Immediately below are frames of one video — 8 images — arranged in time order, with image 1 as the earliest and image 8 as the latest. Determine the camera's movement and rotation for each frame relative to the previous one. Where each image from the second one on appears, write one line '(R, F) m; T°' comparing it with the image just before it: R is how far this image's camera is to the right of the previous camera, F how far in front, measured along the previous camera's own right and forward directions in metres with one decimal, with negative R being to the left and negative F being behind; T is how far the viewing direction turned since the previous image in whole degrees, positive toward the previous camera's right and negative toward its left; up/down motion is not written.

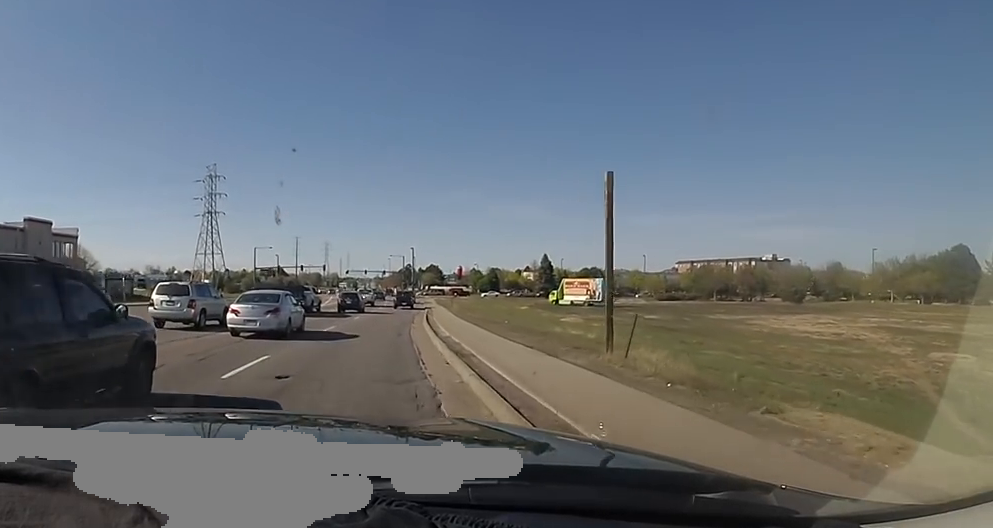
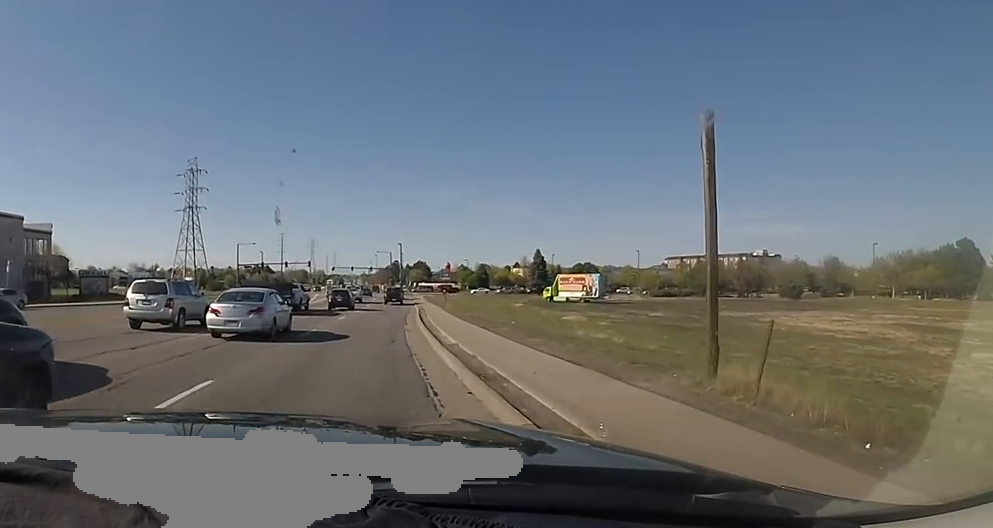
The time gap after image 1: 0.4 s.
(+0.2, +3.9) m; +6°
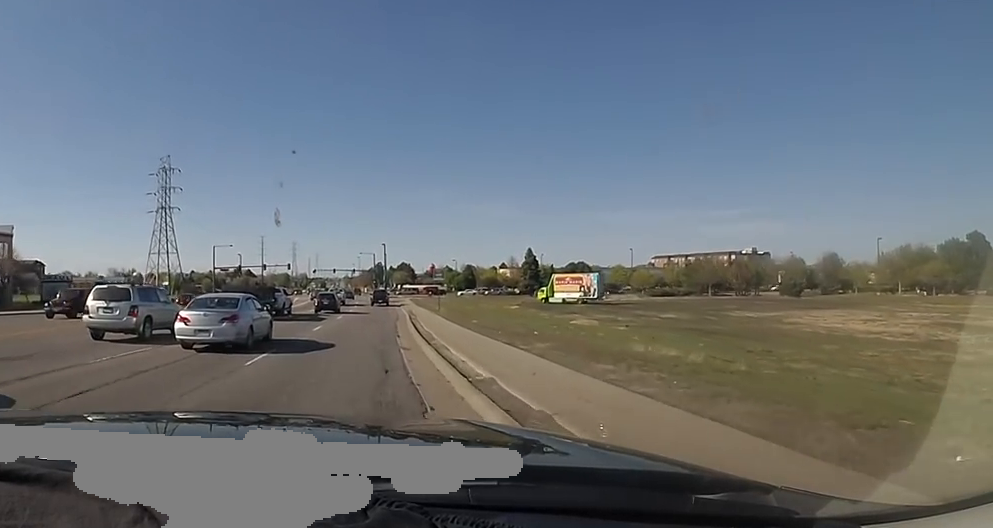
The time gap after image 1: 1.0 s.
(+0.5, +6.1) m; +2°
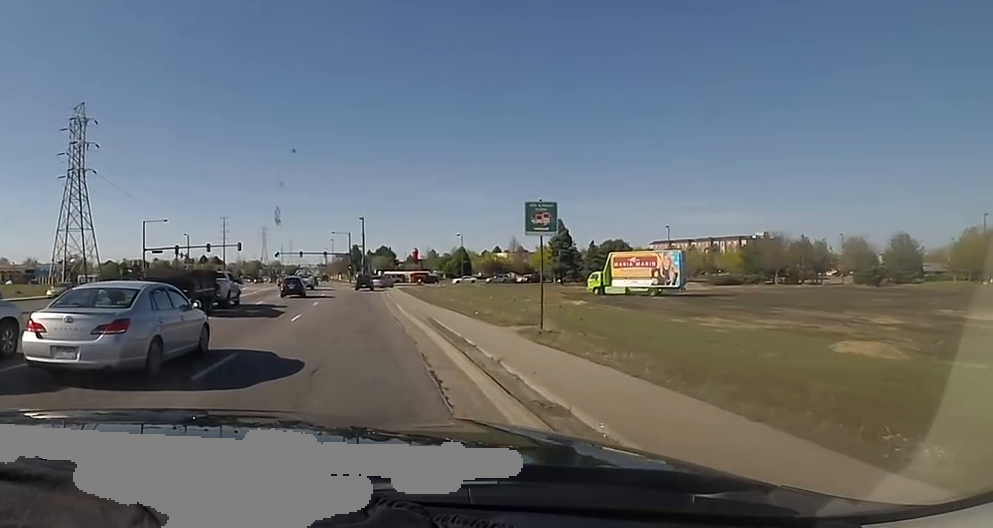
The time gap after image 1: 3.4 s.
(-1.5, +27.4) m; -1°
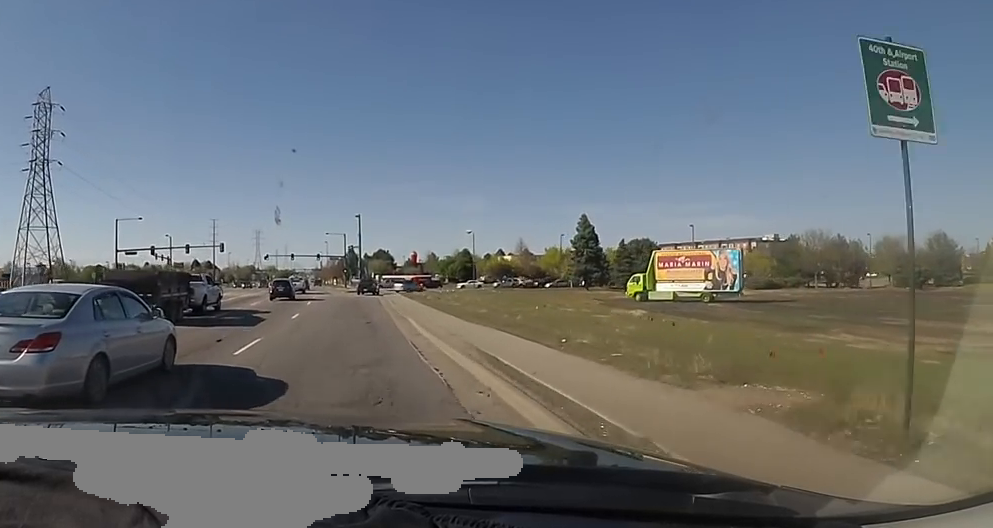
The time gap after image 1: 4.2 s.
(+0.7, +10.3) m; 0°
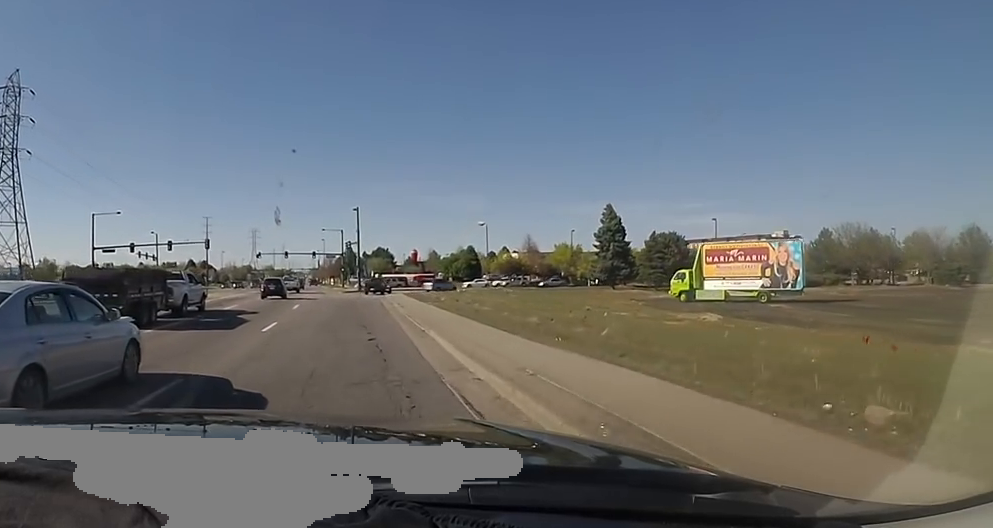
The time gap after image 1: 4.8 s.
(+0.1, +7.5) m; 0°
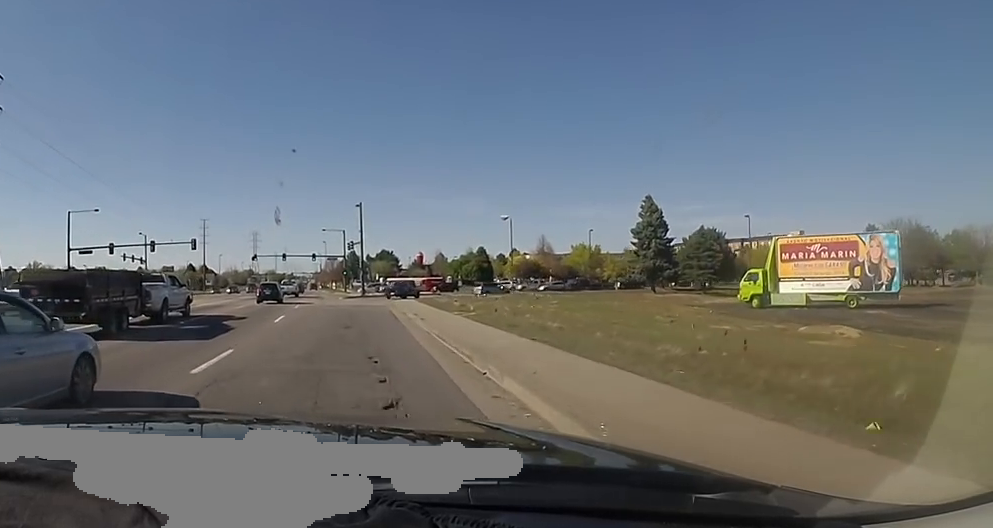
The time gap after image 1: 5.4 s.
(-0.7, +8.1) m; 0°
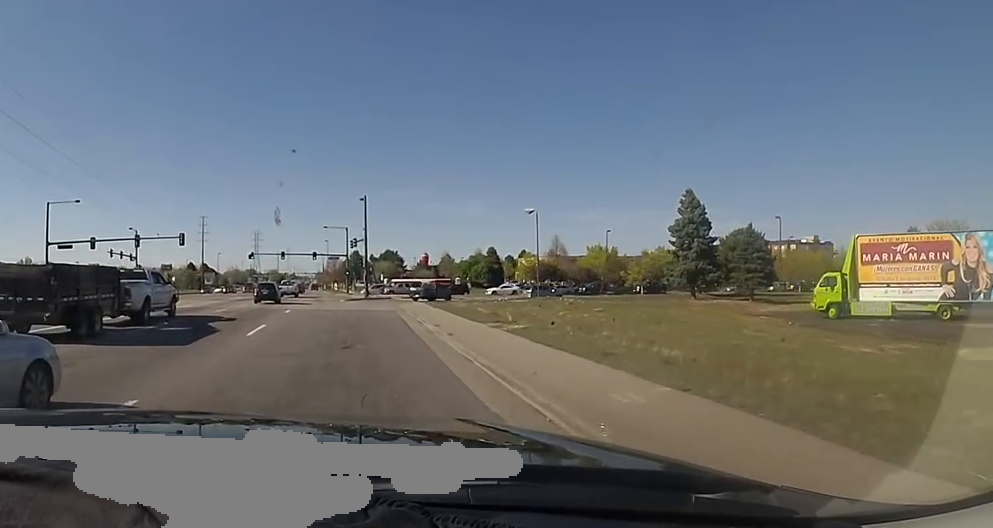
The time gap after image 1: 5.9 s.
(+0.2, +6.2) m; 0°
